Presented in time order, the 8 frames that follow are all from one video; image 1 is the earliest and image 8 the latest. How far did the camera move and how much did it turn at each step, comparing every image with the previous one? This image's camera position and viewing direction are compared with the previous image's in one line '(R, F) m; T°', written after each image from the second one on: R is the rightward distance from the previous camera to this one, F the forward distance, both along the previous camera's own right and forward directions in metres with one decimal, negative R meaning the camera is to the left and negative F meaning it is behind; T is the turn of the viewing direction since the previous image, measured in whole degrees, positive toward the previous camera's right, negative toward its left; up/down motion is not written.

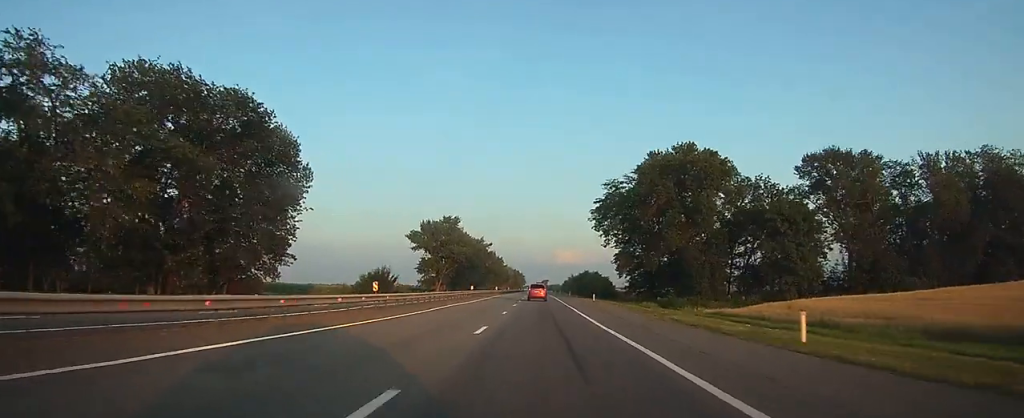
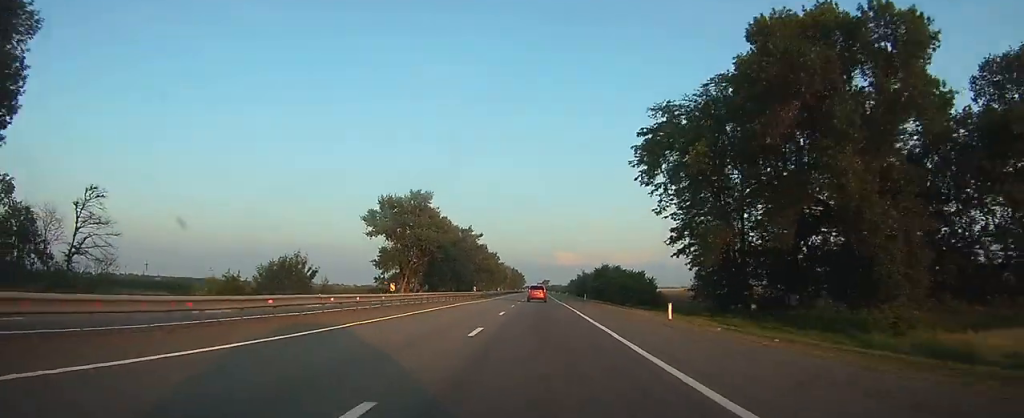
(-0.1, +36.8) m; 0°
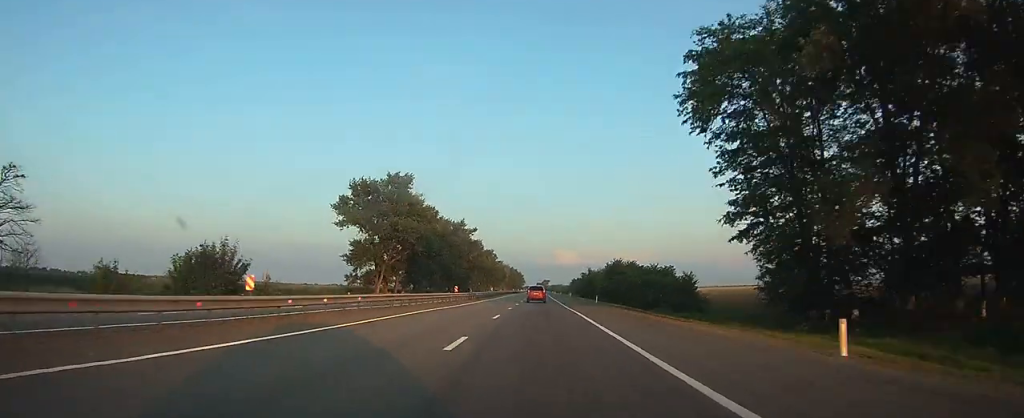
(0.0, +15.6) m; 0°
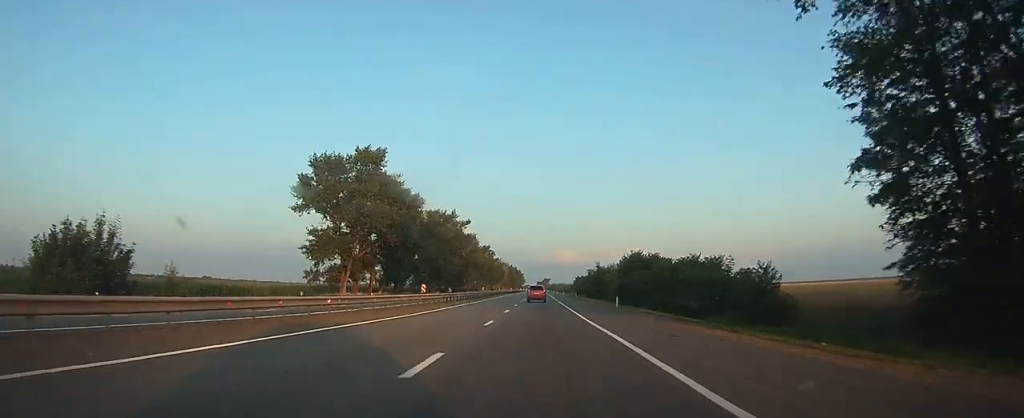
(0.0, +15.5) m; 0°
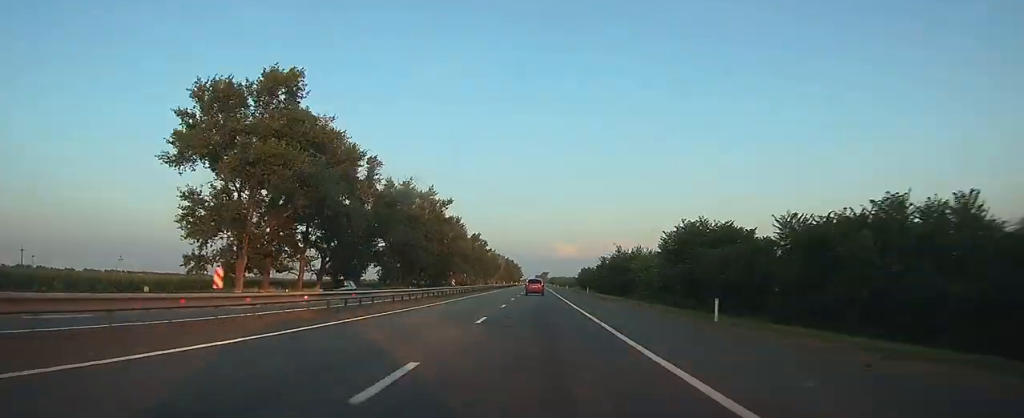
(0.0, +25.6) m; 0°
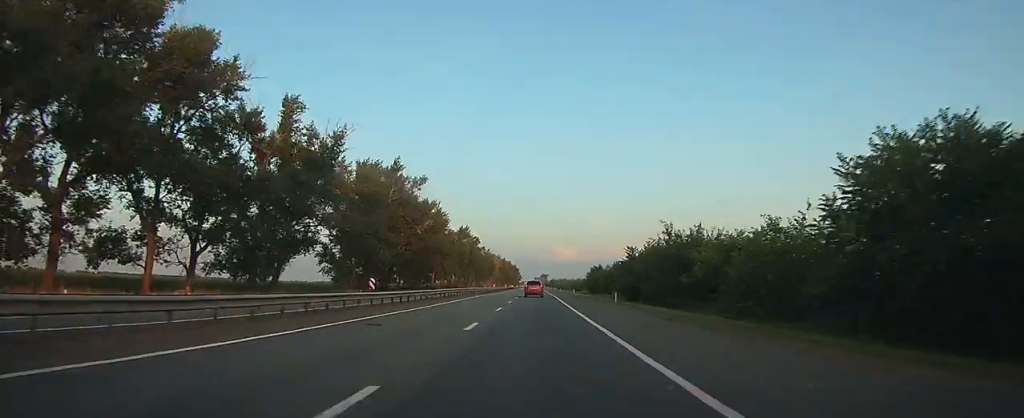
(0.0, +25.7) m; 0°
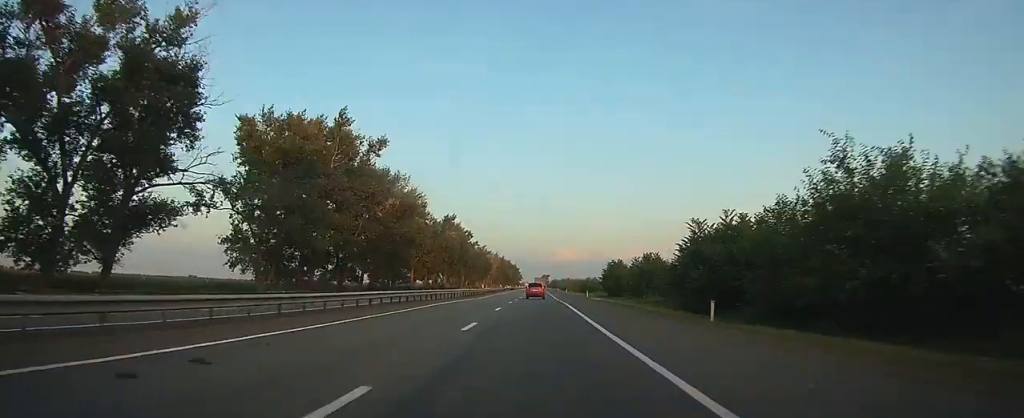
(0.0, +24.0) m; 0°
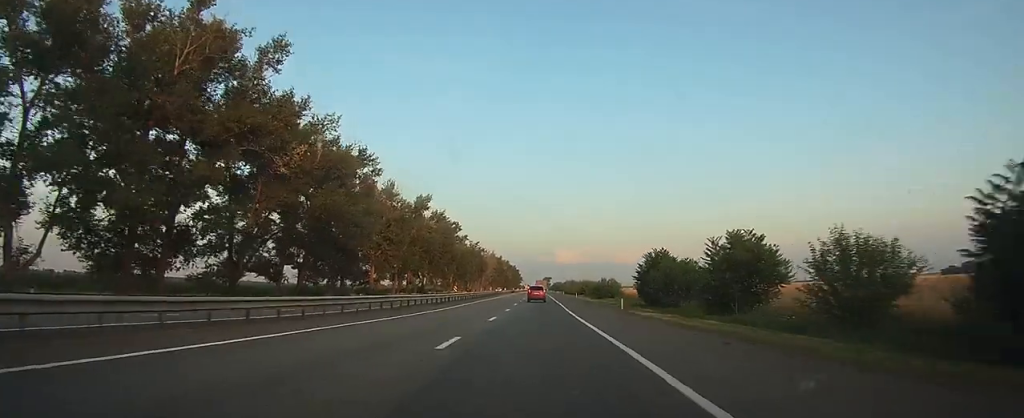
(0.0, +27.8) m; 0°
